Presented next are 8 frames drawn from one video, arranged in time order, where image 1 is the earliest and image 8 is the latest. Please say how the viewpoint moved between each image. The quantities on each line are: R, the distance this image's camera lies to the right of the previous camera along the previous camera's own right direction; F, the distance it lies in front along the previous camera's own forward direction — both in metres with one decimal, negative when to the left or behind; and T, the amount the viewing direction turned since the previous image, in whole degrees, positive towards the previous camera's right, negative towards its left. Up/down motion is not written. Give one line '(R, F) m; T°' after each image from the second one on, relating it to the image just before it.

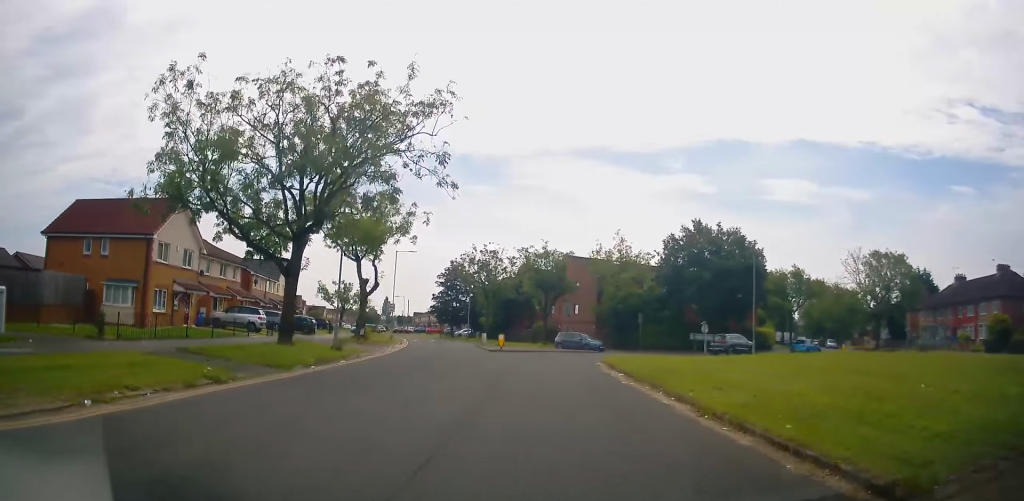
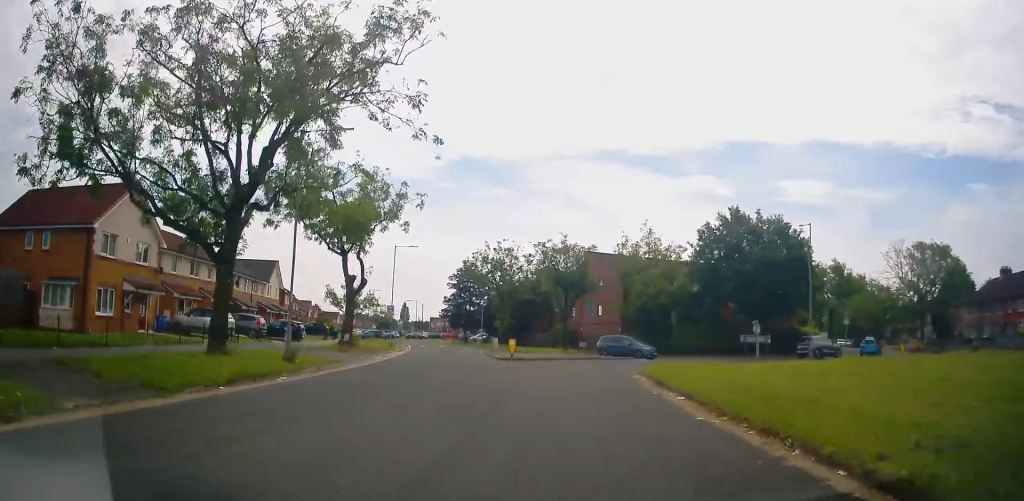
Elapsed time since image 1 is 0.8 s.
(-0.3, +6.6) m; -1°
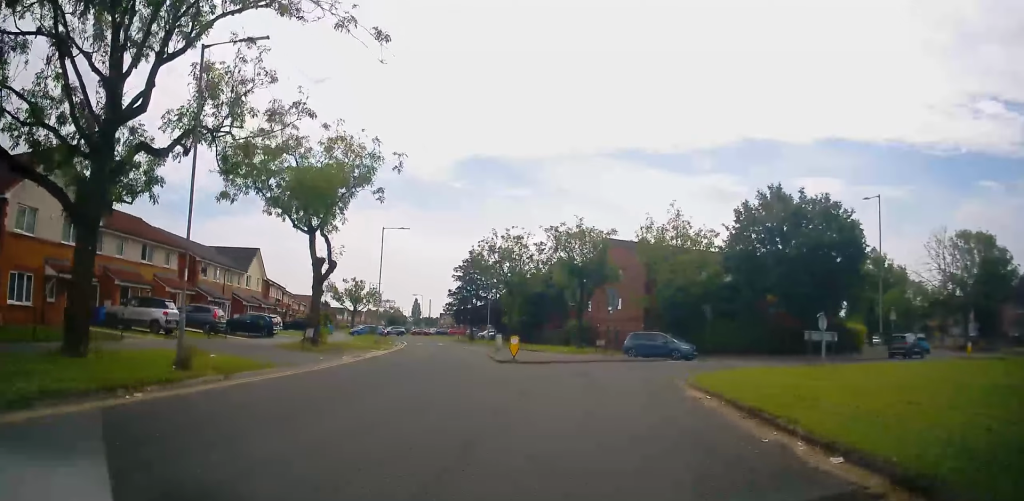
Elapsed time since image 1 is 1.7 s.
(+0.4, +7.0) m; 0°
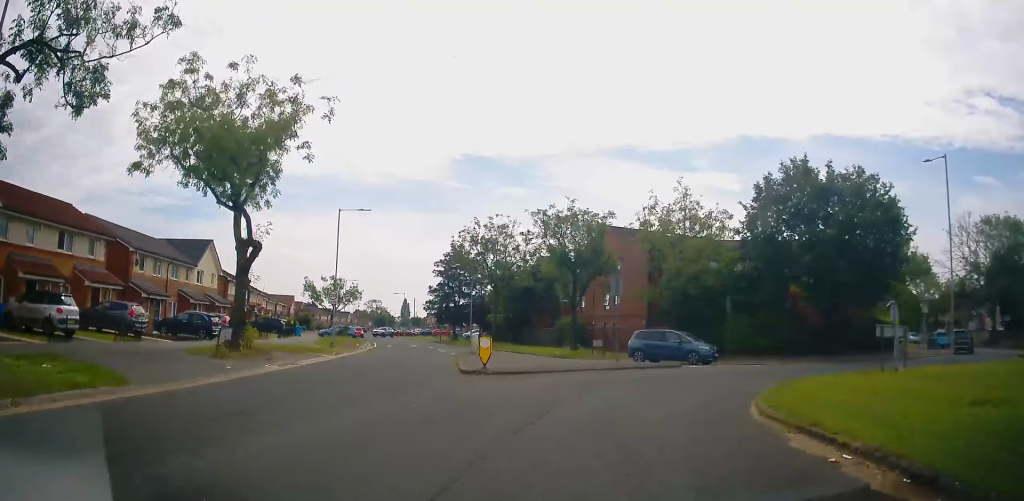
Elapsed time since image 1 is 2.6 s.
(-0.5, +6.9) m; -3°
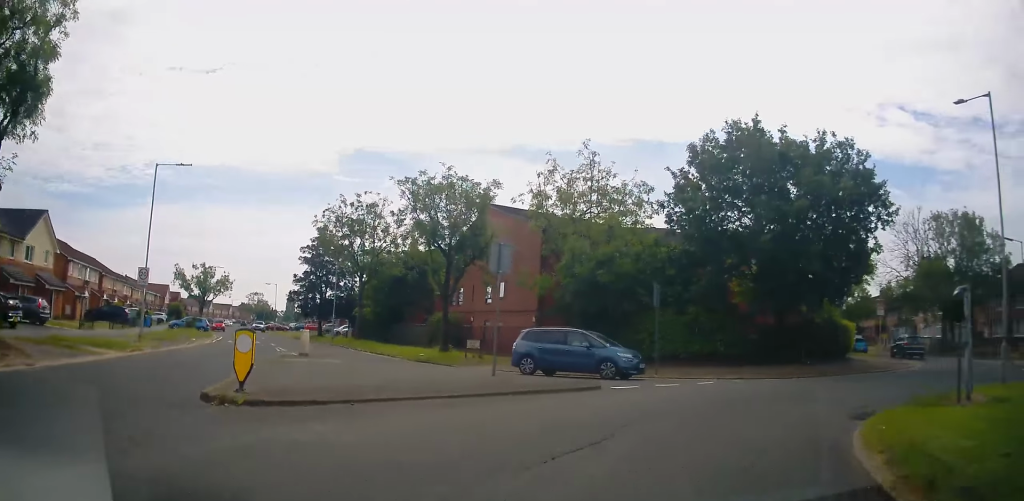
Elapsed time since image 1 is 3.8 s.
(+0.5, +8.9) m; +12°
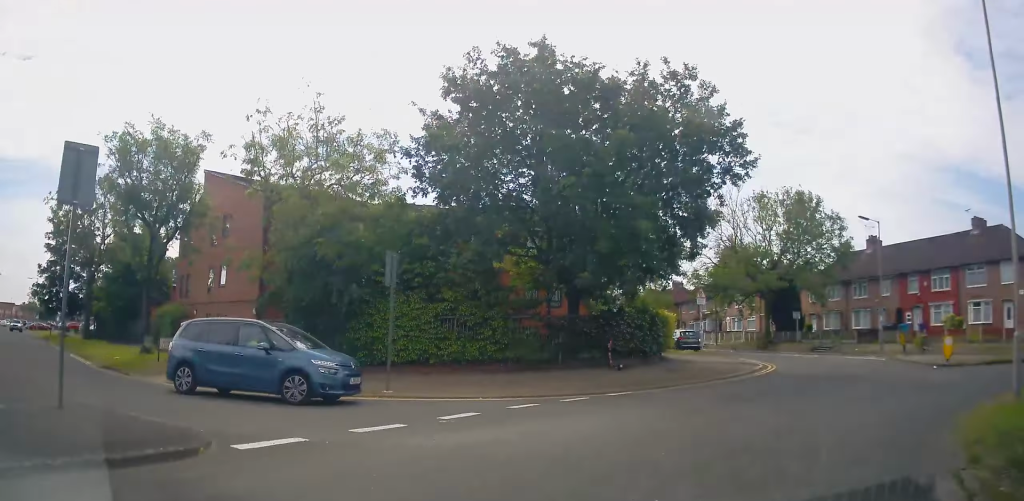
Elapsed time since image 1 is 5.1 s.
(+1.6, +8.0) m; +21°
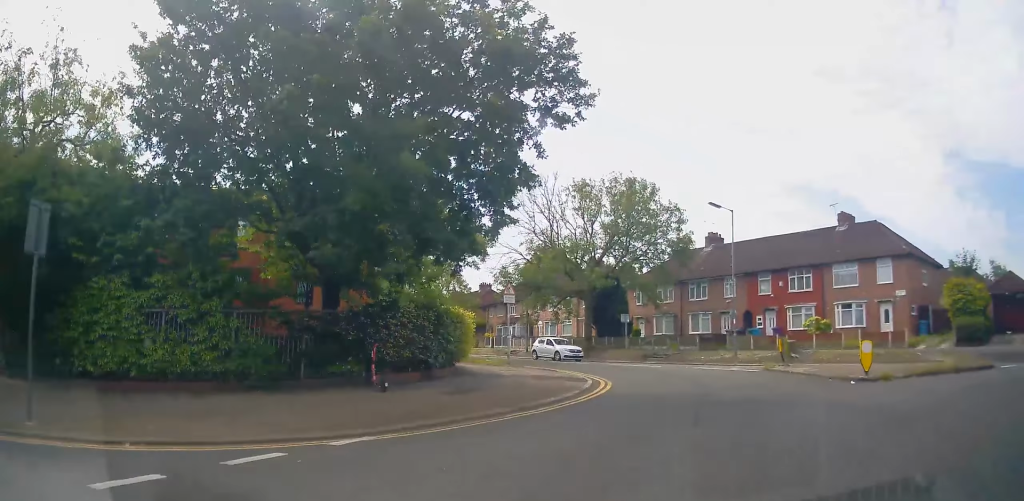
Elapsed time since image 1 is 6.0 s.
(+0.9, +6.0) m; +16°
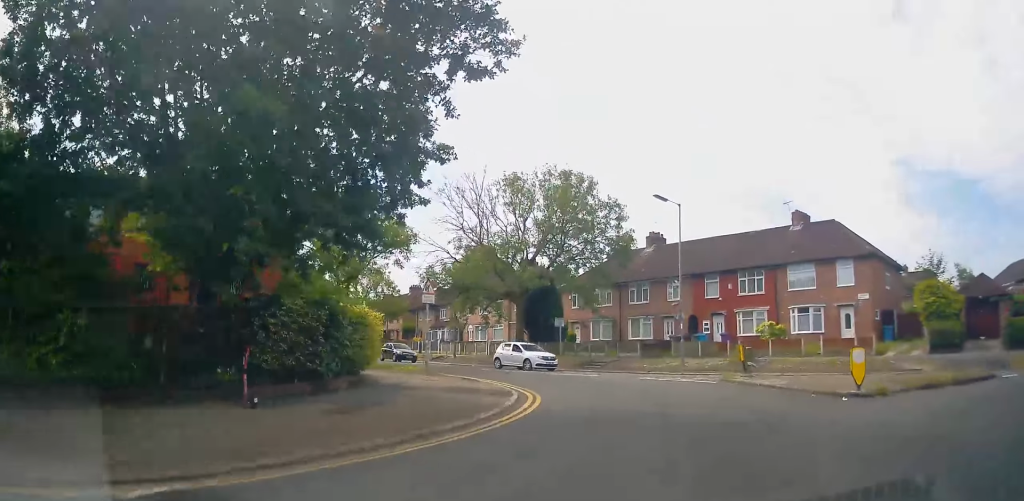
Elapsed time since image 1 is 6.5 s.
(+0.1, +2.9) m; +7°
